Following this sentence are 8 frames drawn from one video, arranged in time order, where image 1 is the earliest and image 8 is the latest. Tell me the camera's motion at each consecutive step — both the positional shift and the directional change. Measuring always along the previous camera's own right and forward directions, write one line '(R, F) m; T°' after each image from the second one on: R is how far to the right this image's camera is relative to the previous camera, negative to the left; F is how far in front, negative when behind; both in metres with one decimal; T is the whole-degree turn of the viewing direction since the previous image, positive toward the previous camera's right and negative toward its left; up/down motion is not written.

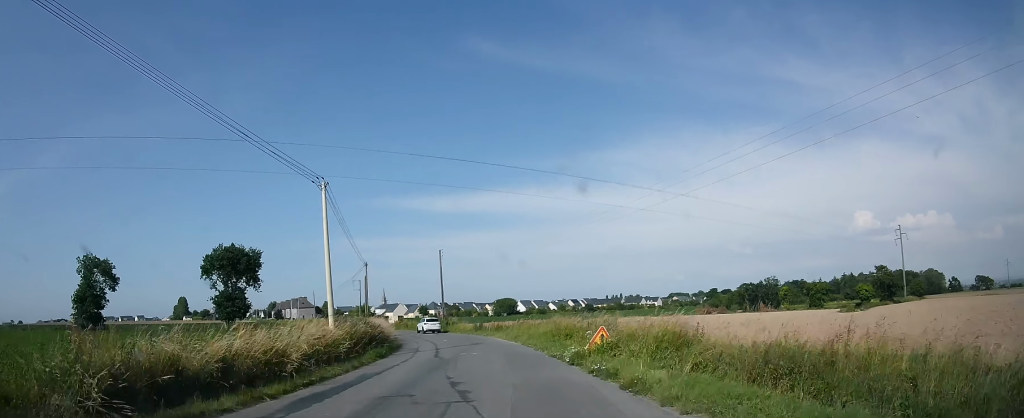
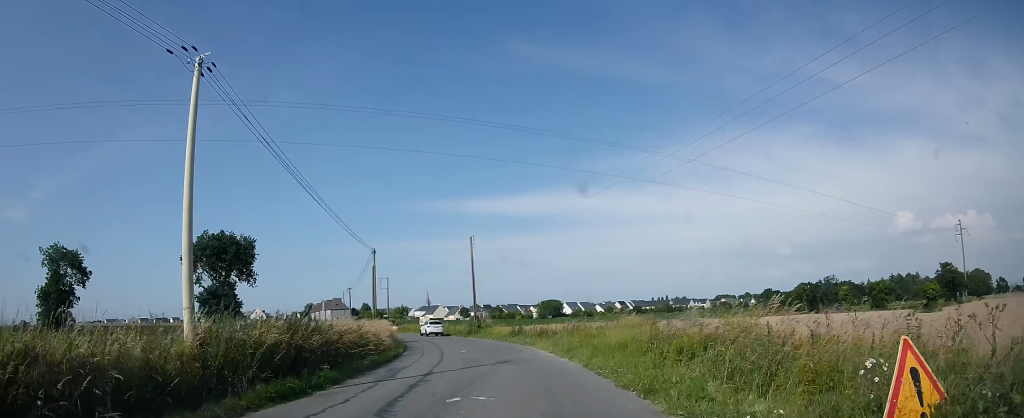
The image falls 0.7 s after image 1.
(-0.1, +11.1) m; -3°
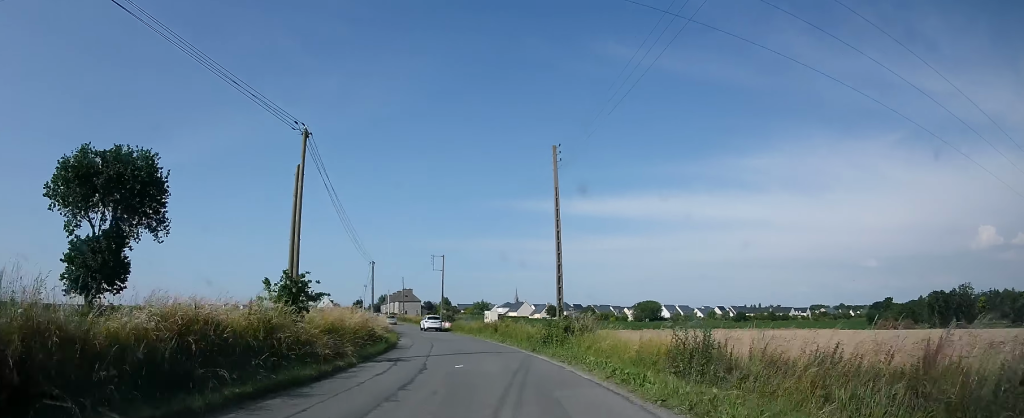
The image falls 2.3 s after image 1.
(-2.0, +25.8) m; -9°
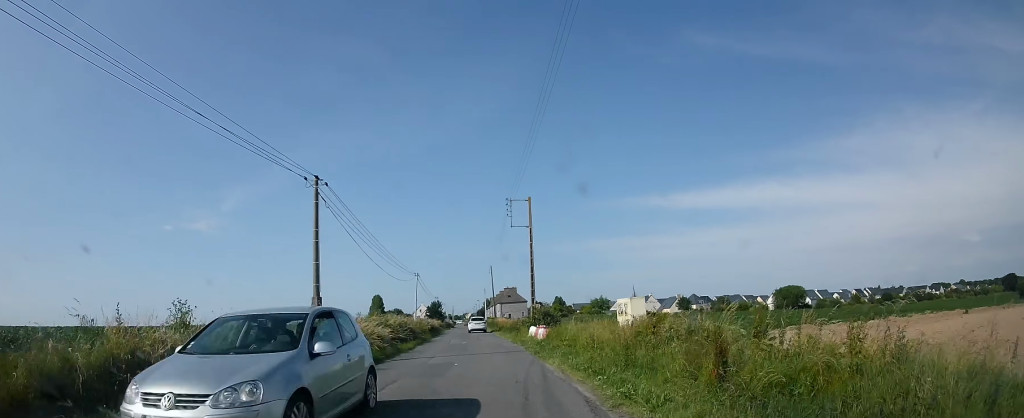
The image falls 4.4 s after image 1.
(-2.8, +31.9) m; -9°
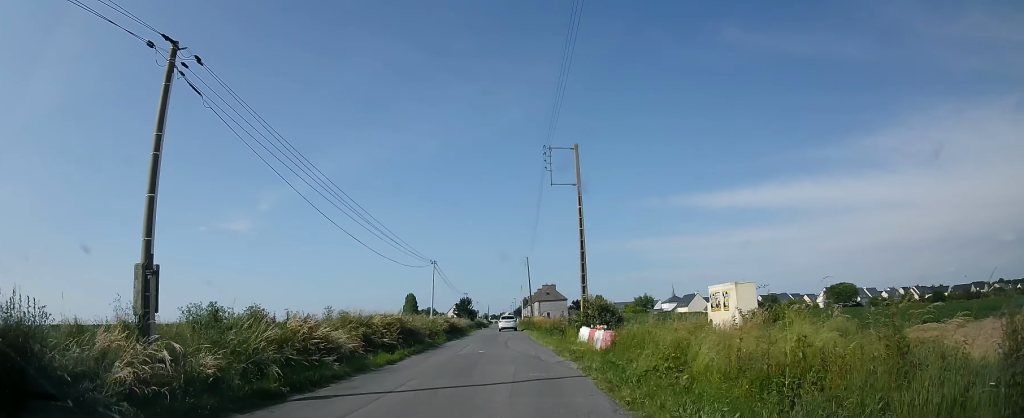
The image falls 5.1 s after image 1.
(+0.3, +10.2) m; -4°
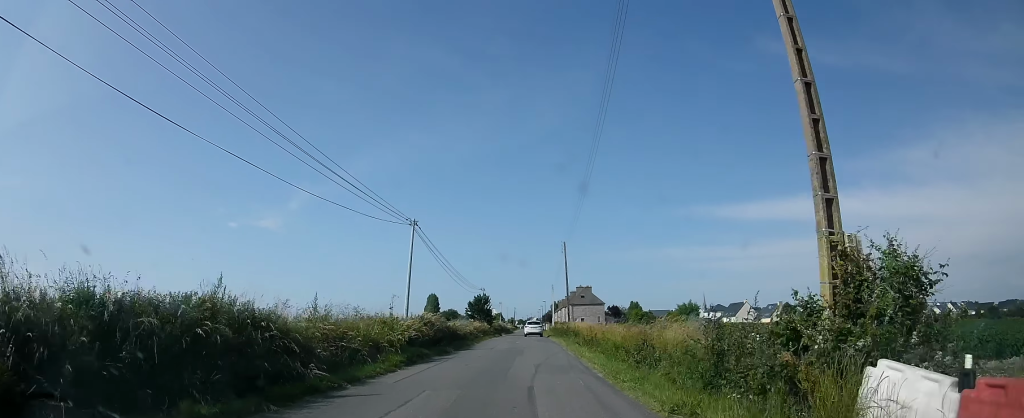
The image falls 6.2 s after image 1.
(-1.8, +17.2) m; -7°
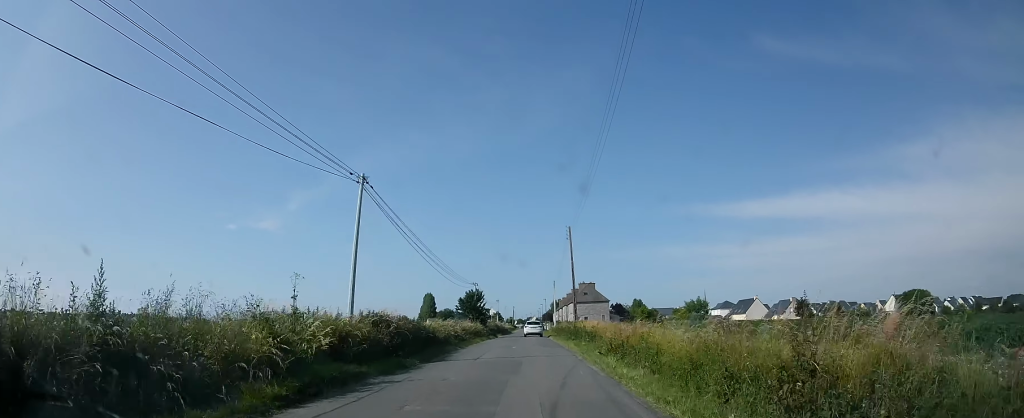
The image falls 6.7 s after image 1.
(-0.2, +7.5) m; 0°
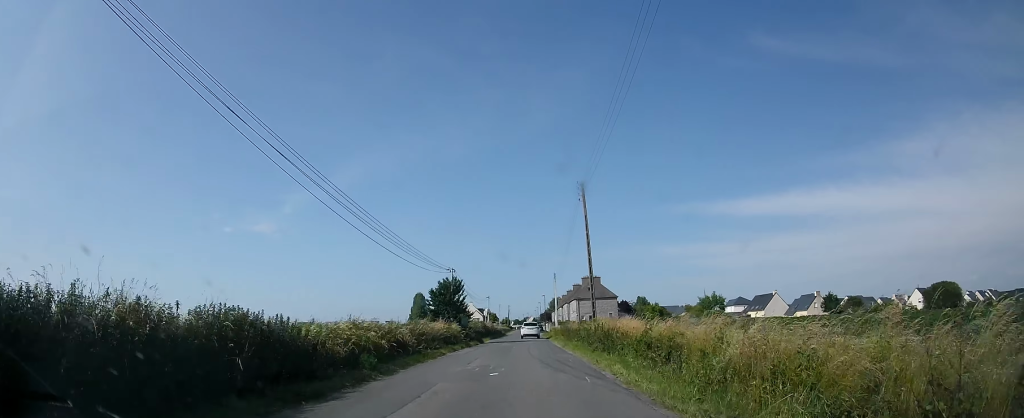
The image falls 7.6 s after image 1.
(+0.1, +13.7) m; -1°
